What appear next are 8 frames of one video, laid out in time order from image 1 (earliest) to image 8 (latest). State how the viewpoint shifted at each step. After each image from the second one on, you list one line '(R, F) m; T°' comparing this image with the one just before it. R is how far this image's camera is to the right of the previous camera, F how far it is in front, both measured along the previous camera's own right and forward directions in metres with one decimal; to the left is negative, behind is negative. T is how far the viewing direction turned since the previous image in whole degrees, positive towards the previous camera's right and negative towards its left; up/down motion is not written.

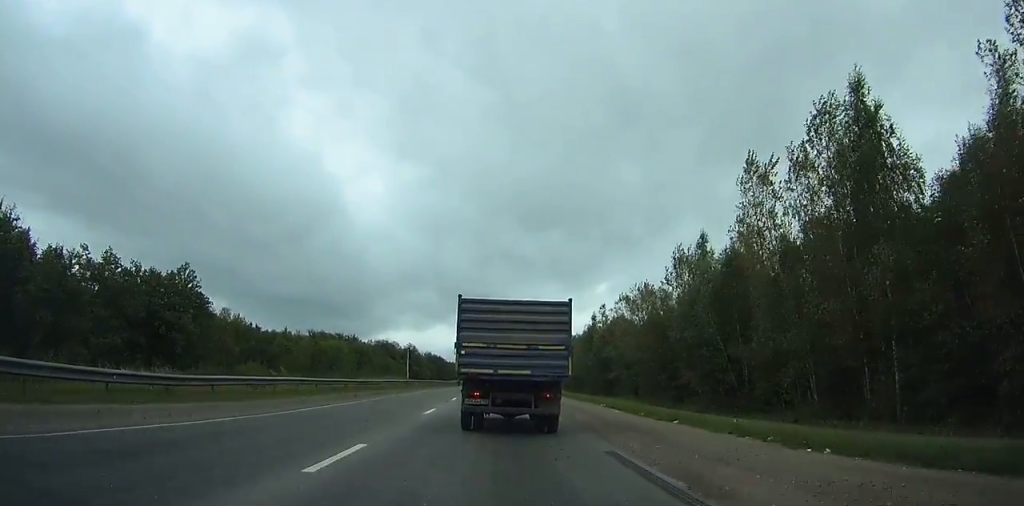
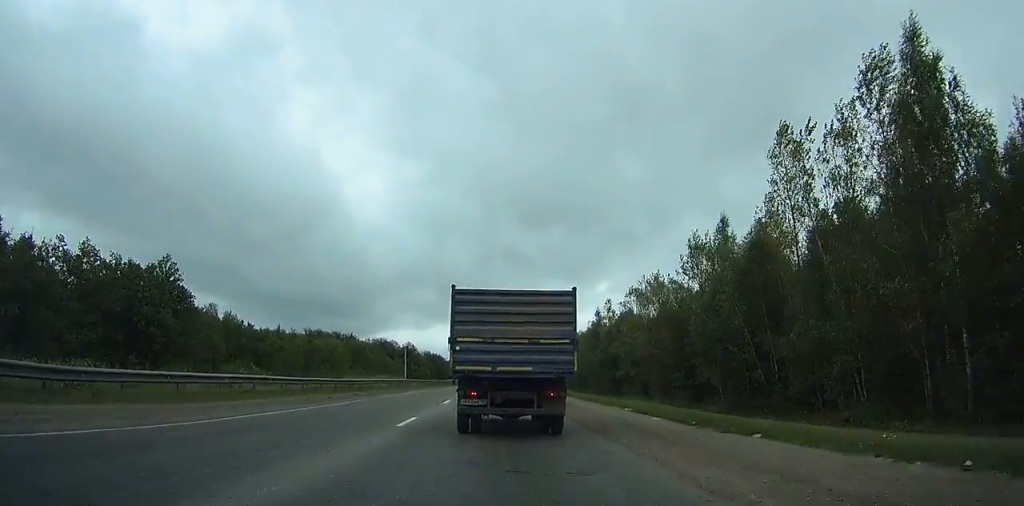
(-0.3, +5.2) m; -2°
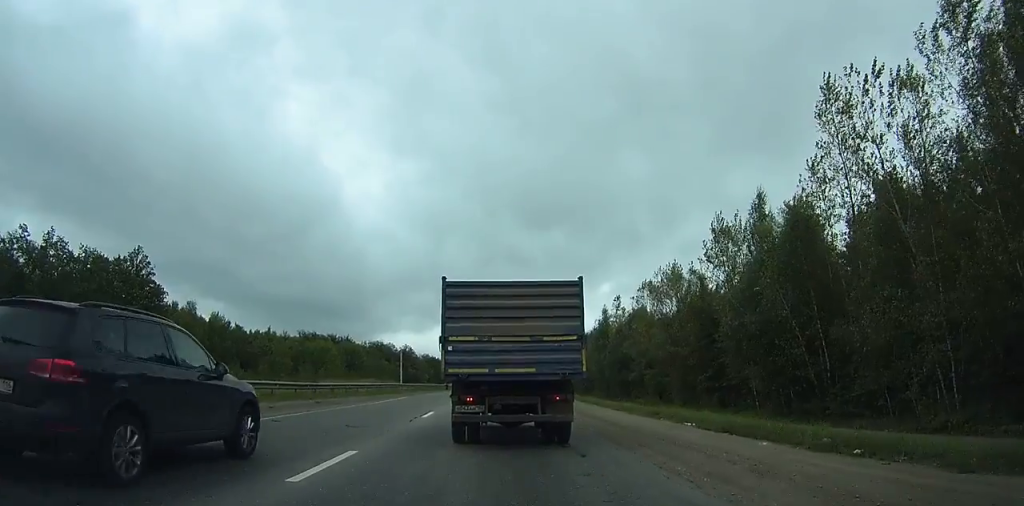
(-0.2, +8.0) m; -2°
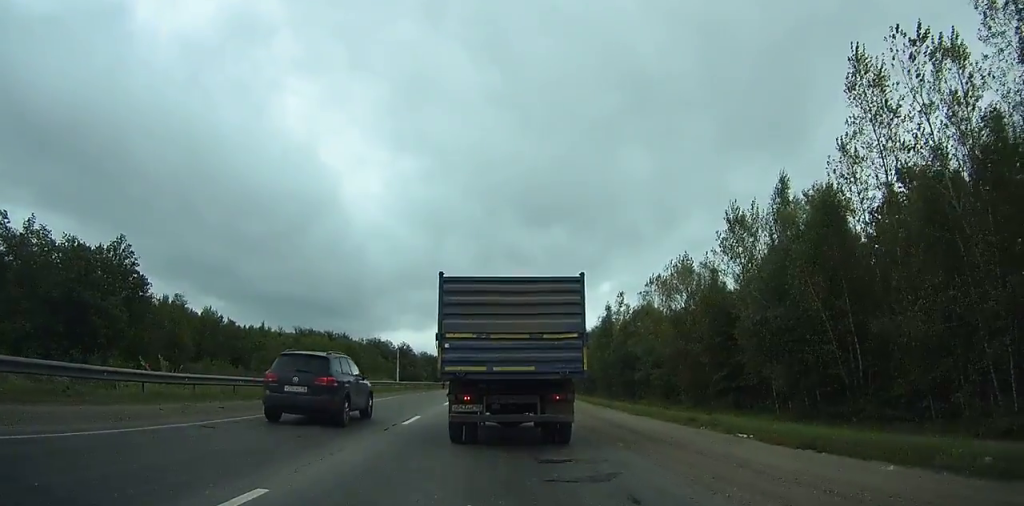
(0.0, +4.5) m; 0°
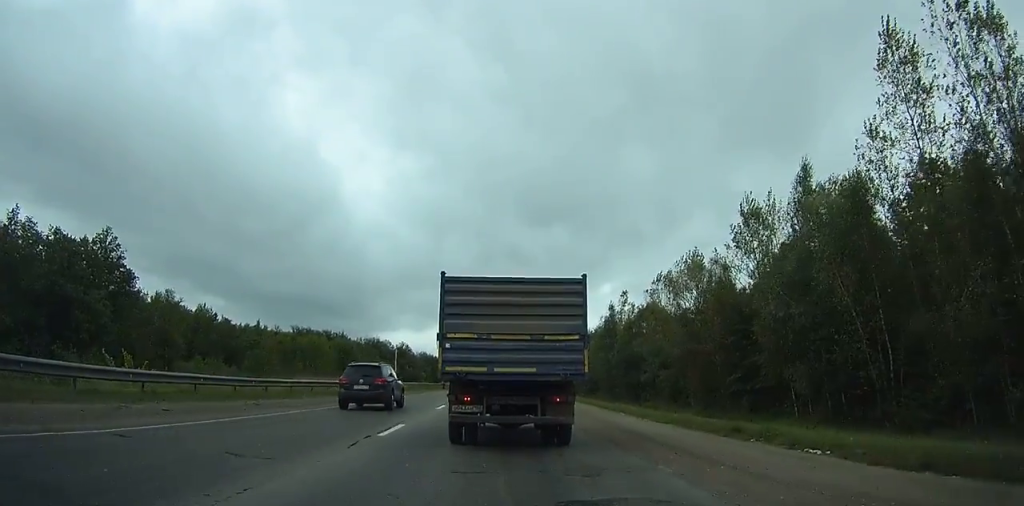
(0.0, +3.5) m; 0°
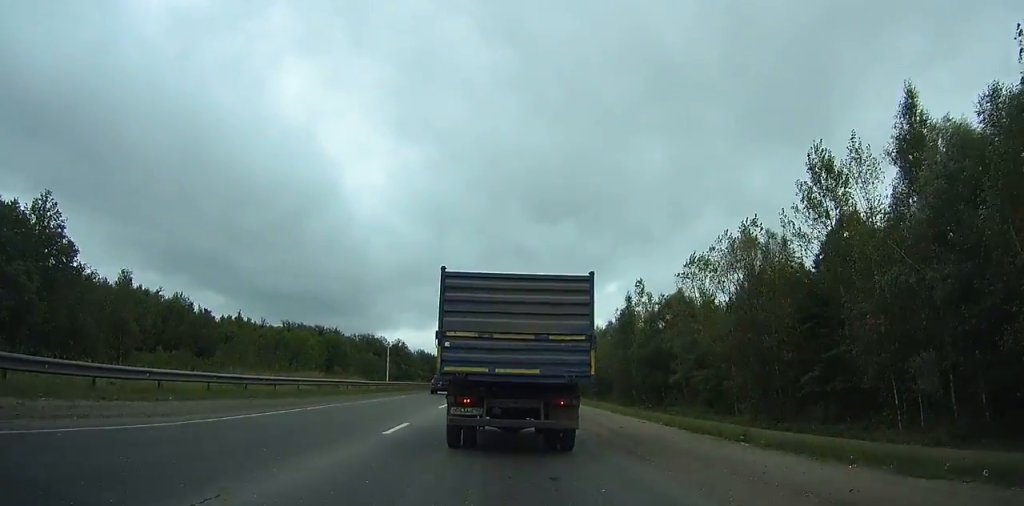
(+0.1, +12.4) m; 0°
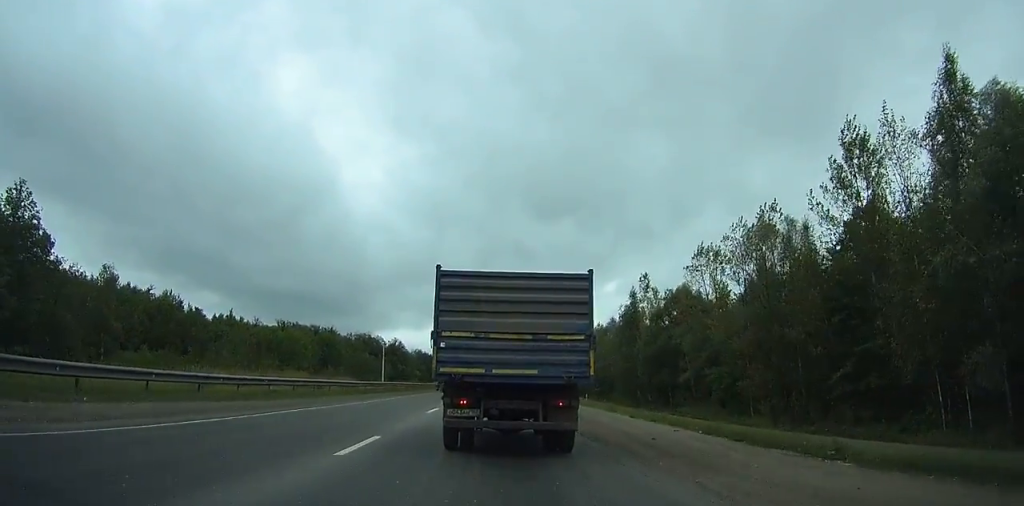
(0.0, +3.7) m; 0°
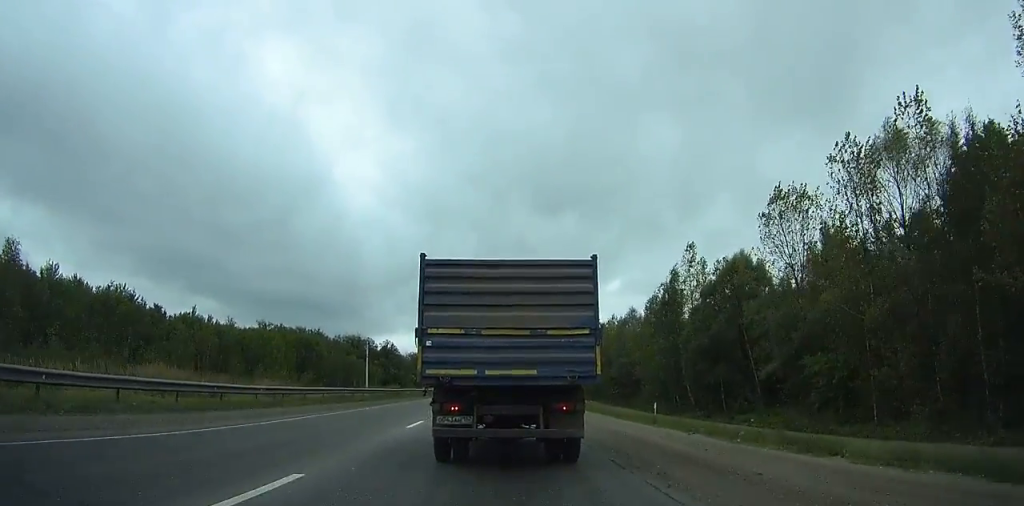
(-0.1, +16.6) m; -1°
